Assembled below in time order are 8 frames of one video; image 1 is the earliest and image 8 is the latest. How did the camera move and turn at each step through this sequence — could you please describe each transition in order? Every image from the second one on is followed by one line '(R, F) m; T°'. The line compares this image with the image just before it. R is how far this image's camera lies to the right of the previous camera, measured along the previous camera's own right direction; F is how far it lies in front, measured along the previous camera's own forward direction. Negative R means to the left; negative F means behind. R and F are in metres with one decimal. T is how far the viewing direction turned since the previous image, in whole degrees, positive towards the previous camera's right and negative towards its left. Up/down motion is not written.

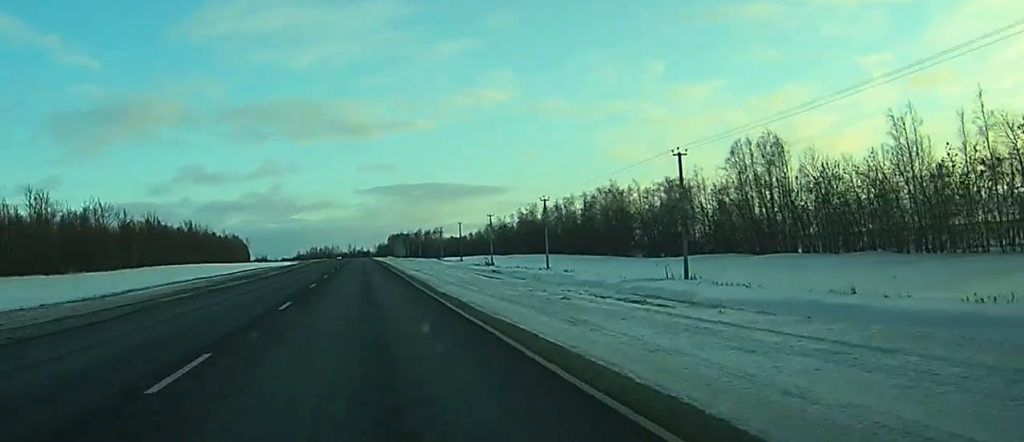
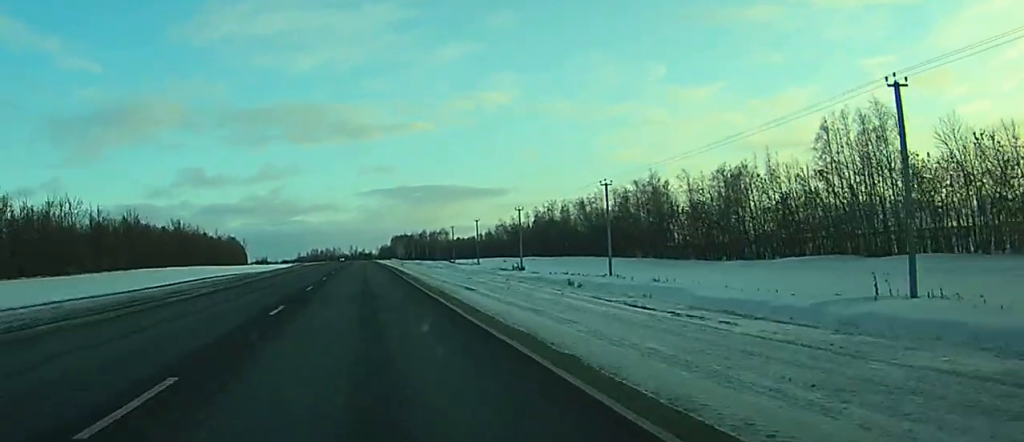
(0.0, +25.9) m; 0°
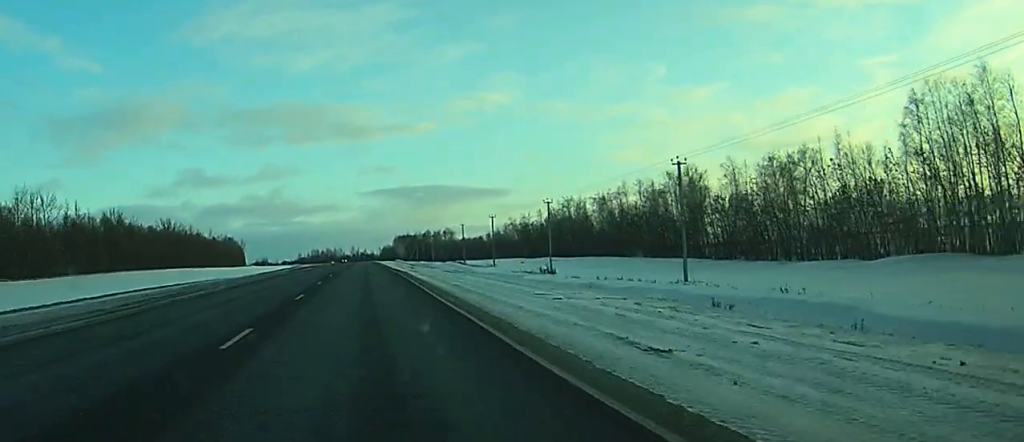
(0.0, +18.1) m; 0°
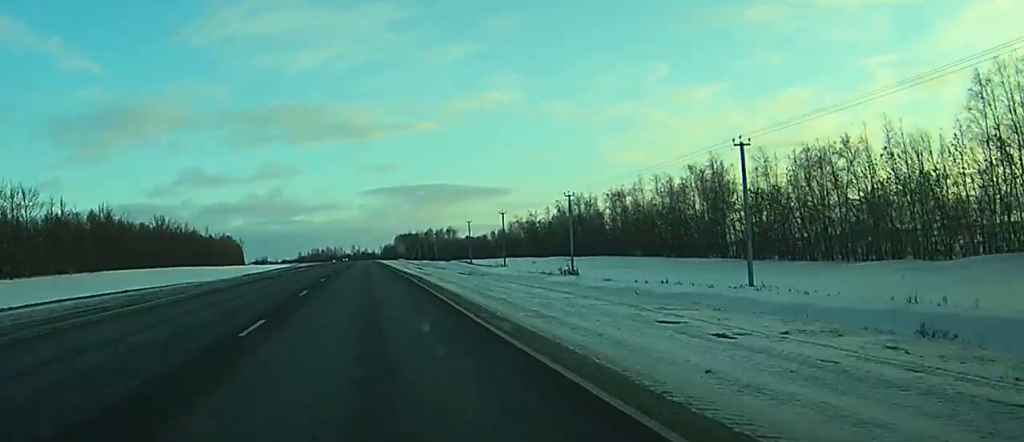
(0.0, +10.3) m; 0°
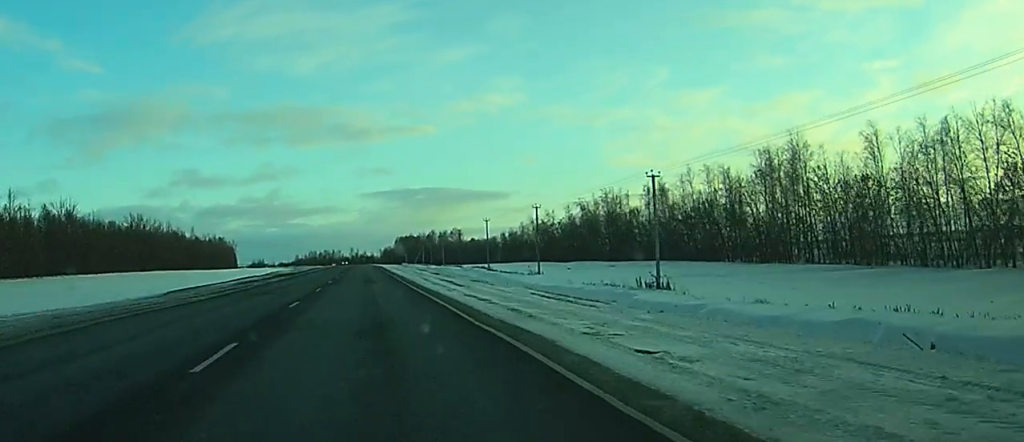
(-0.1, +27.6) m; 0°
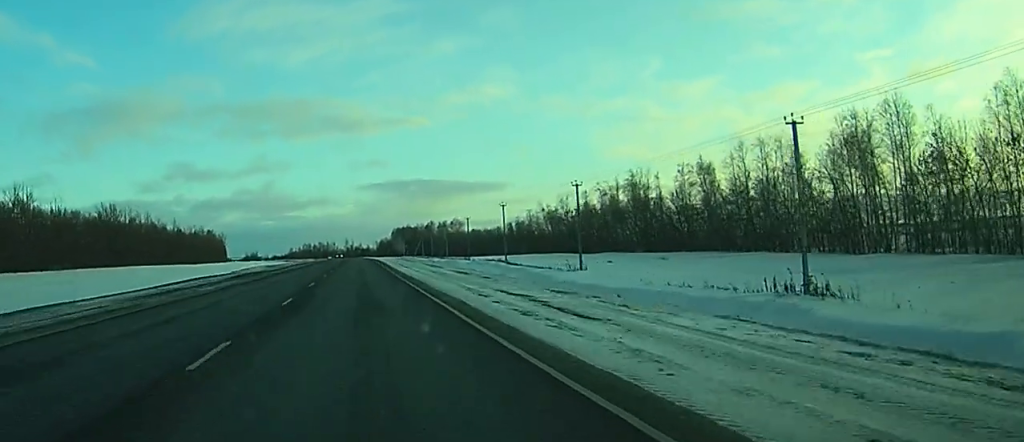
(0.0, +23.7) m; 0°
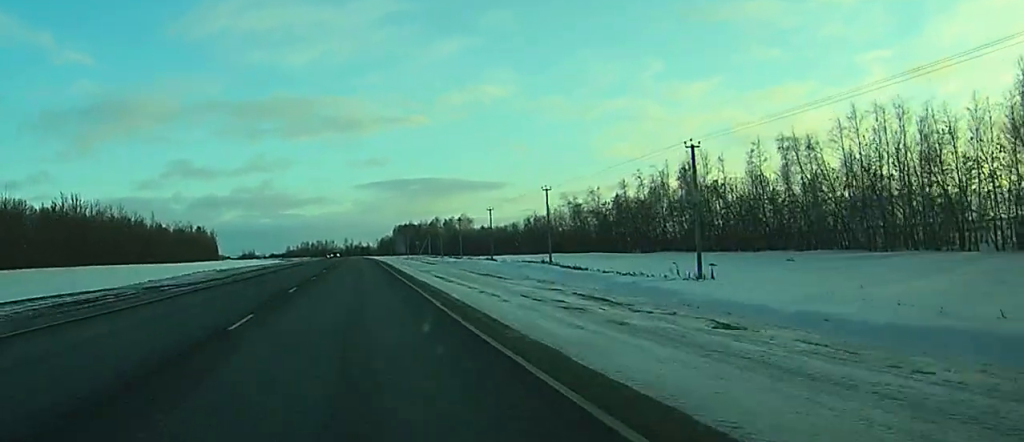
(+0.1, +32.4) m; 0°
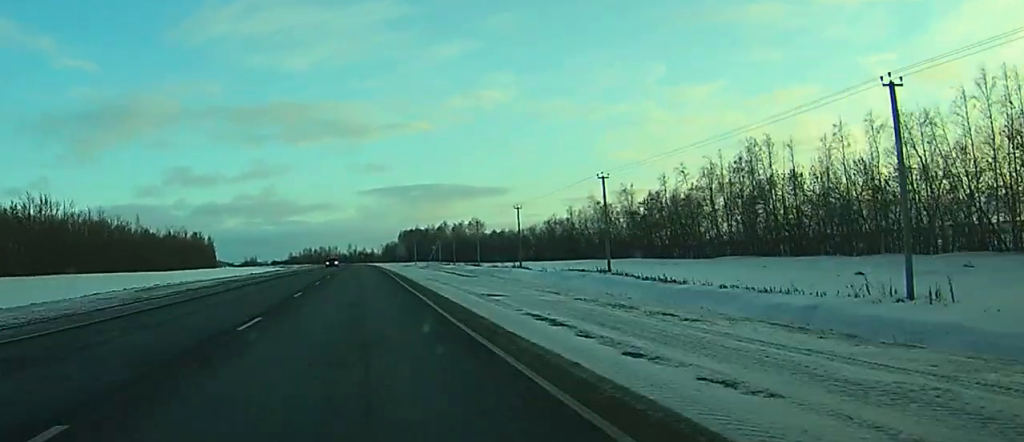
(0.0, +24.3) m; 0°
